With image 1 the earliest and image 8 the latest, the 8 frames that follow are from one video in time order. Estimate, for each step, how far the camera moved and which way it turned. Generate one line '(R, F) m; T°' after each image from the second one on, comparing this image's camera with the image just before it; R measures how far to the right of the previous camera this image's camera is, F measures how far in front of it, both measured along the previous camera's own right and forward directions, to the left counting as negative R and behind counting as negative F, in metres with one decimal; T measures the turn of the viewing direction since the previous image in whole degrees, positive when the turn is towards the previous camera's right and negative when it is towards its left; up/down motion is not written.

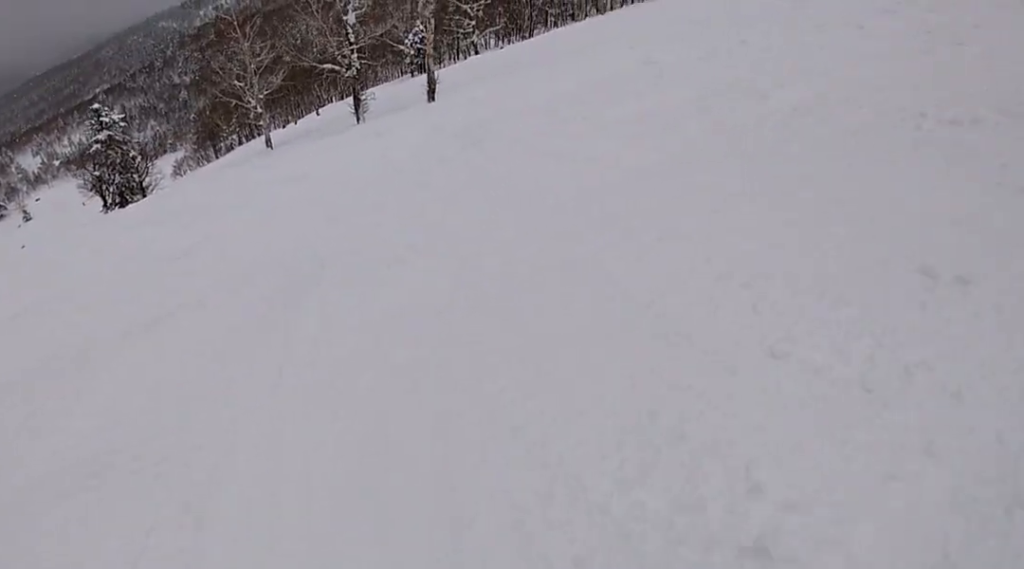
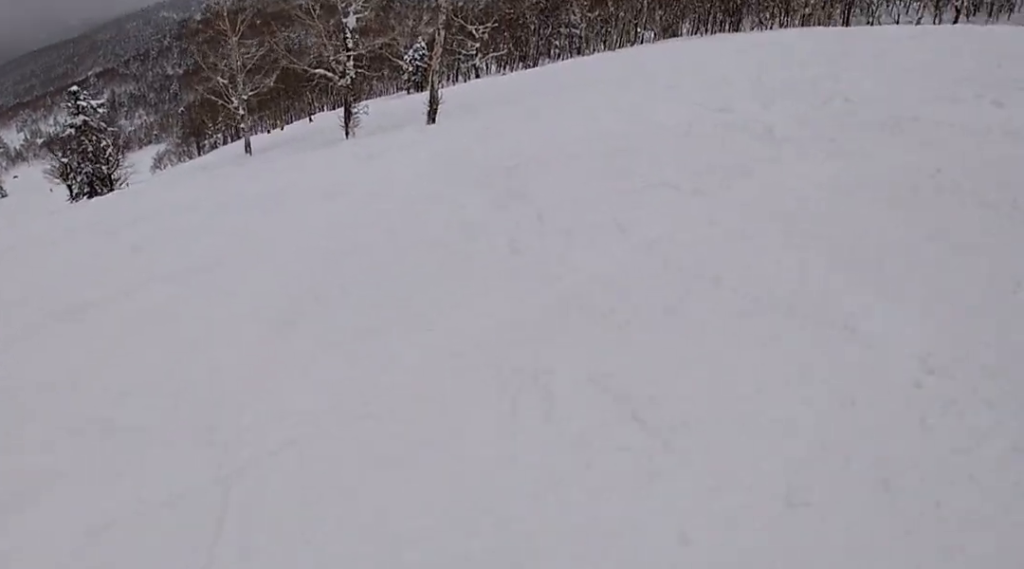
(+0.7, +3.5) m; +9°
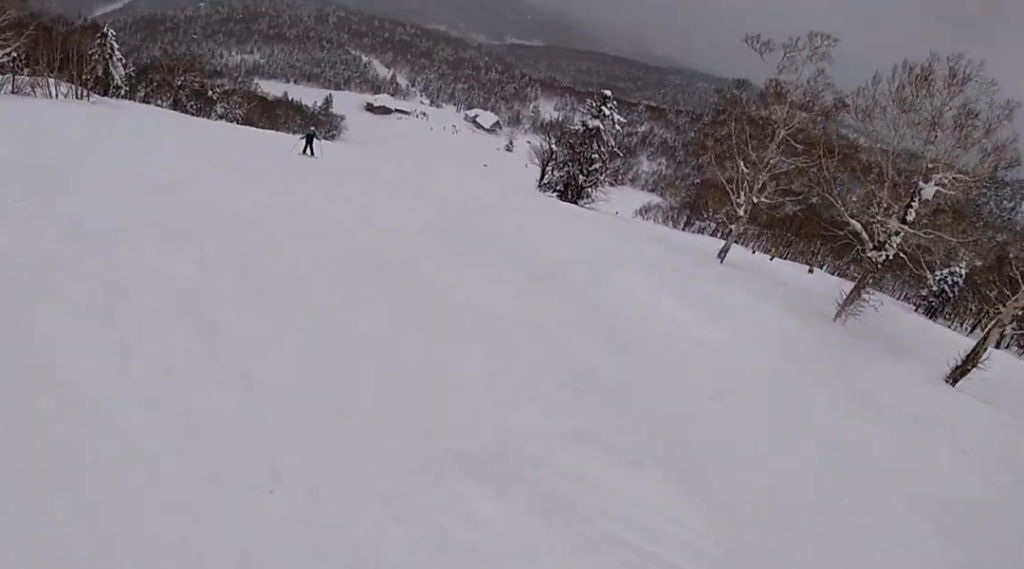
(-0.4, +6.7) m; -23°
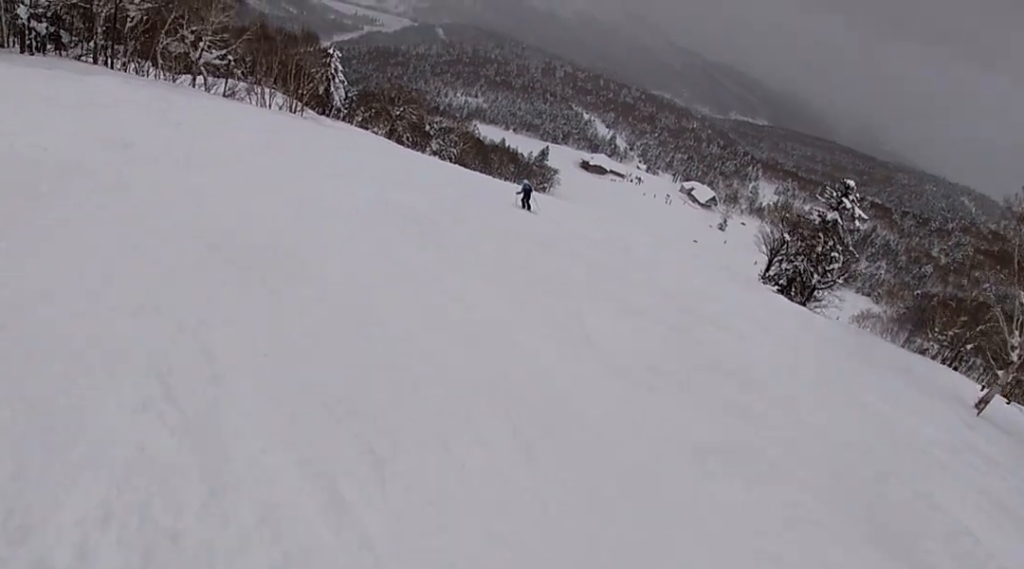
(-0.9, +3.9) m; -22°
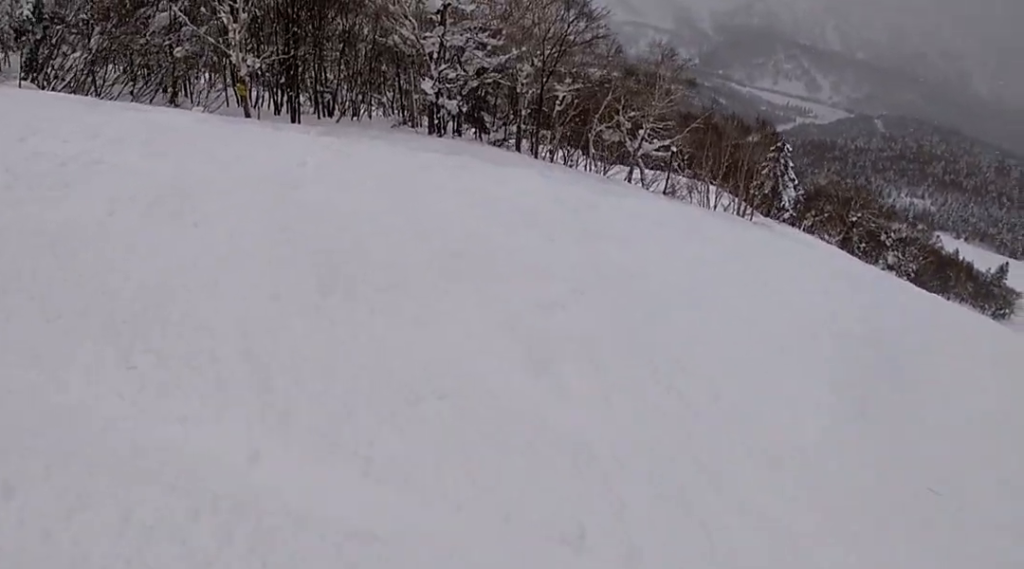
(-2.8, +8.2) m; -29°
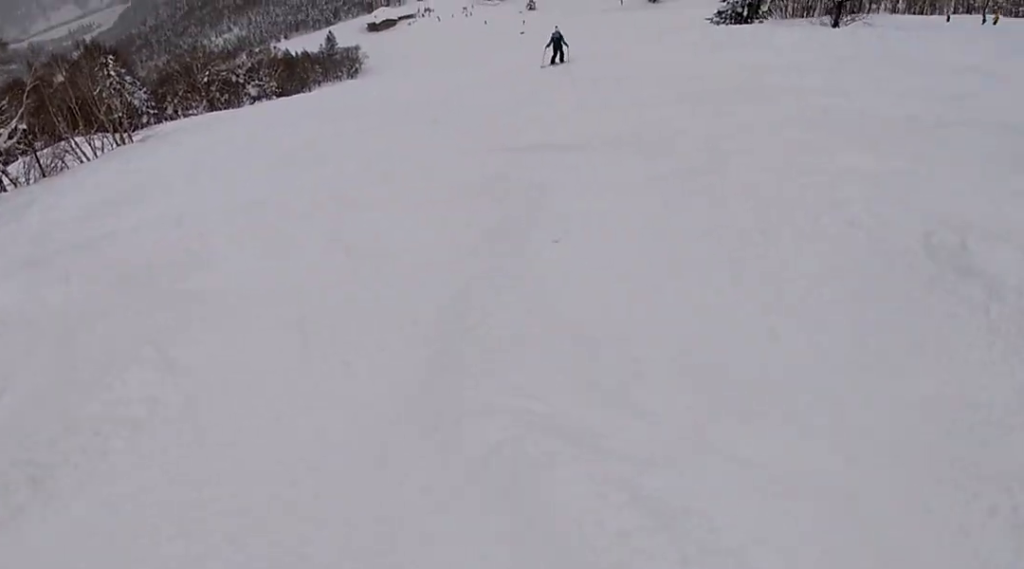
(-0.3, +6.1) m; +27°
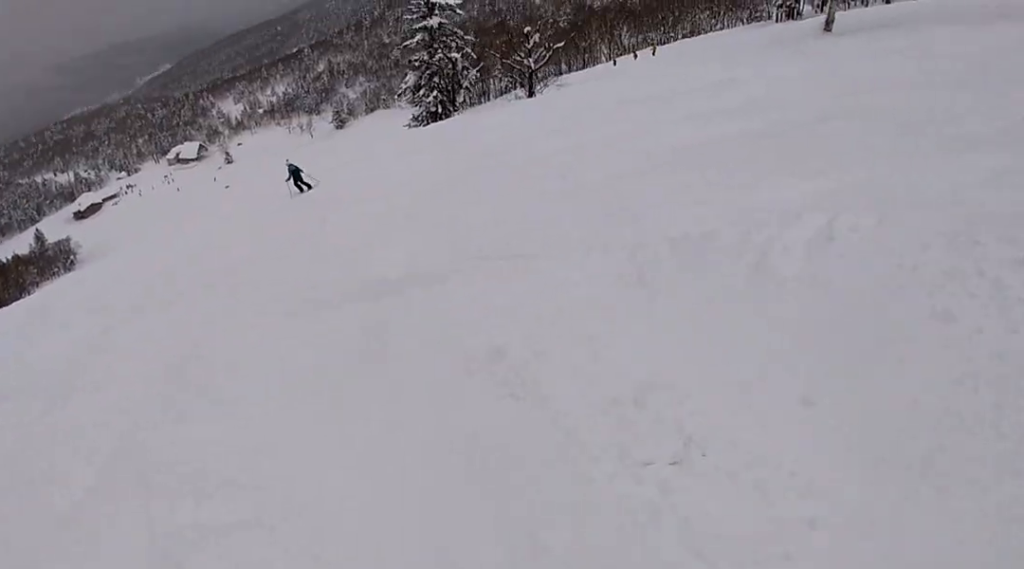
(+1.2, +2.3) m; +31°
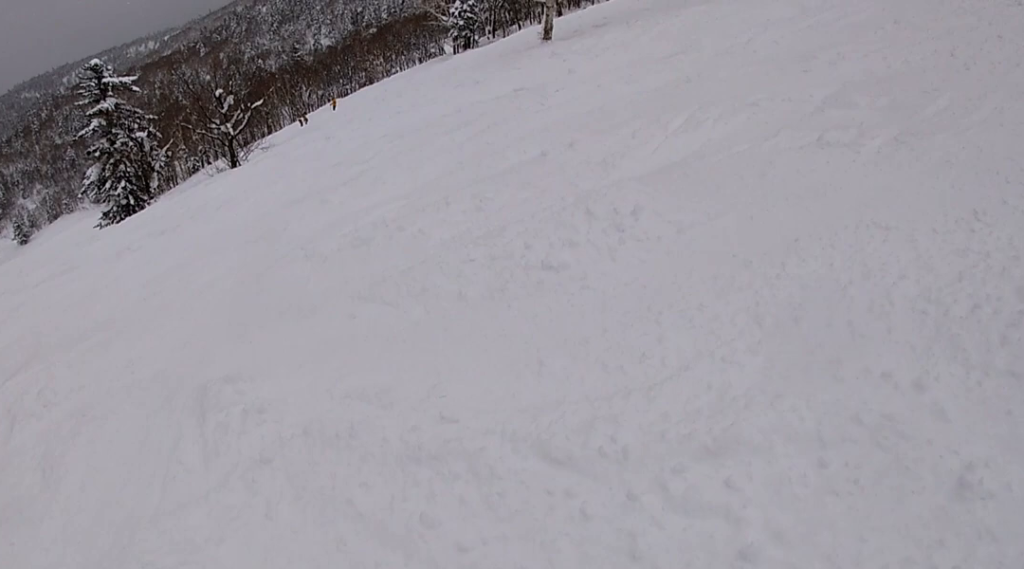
(+1.8, +3.7) m; +37°
